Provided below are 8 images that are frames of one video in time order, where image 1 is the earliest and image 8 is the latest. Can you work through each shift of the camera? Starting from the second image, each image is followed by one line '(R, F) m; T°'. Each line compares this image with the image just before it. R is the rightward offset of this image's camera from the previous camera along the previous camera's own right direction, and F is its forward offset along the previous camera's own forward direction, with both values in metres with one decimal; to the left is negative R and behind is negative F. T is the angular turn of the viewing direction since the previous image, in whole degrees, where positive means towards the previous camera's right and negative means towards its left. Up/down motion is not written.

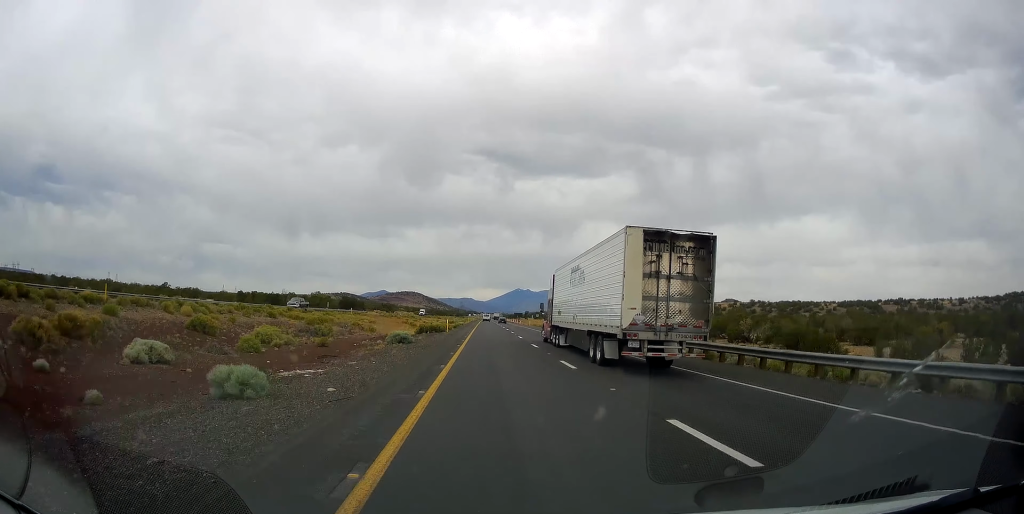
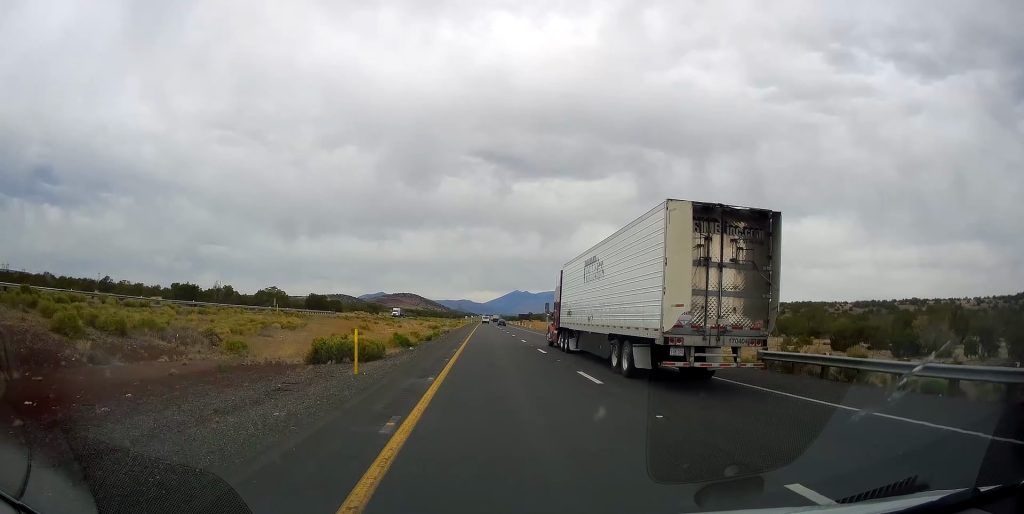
(+0.5, +40.0) m; 0°
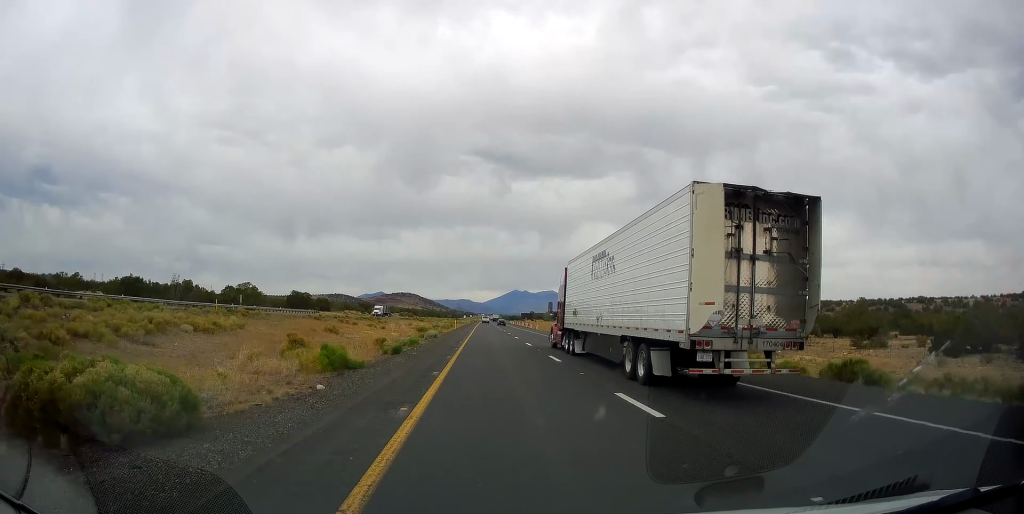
(-0.2, +17.0) m; -1°
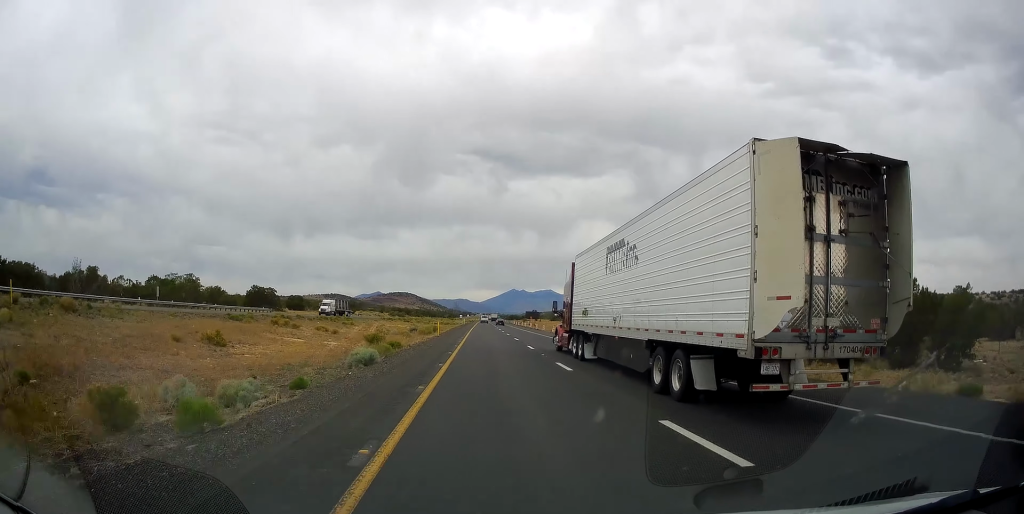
(-0.3, +27.6) m; 0°
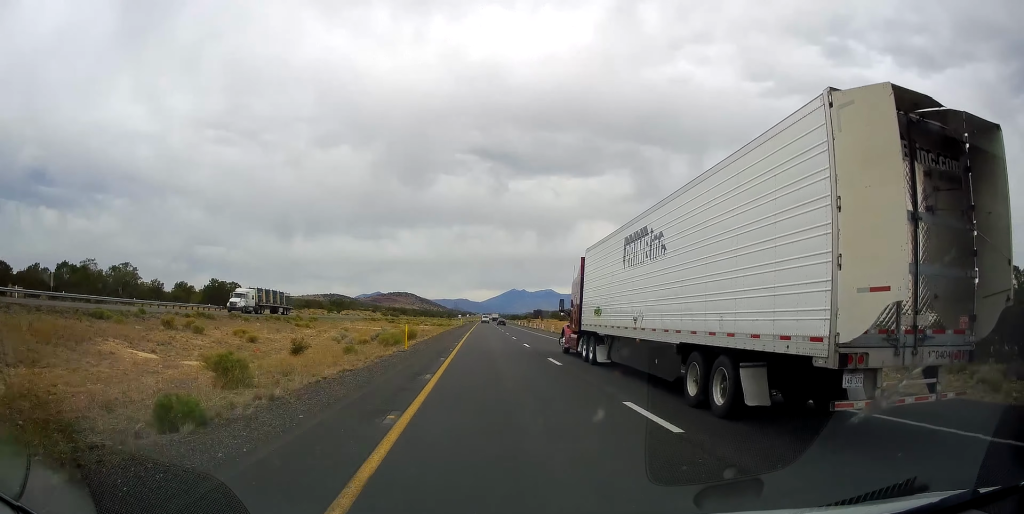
(-0.1, +22.3) m; +1°
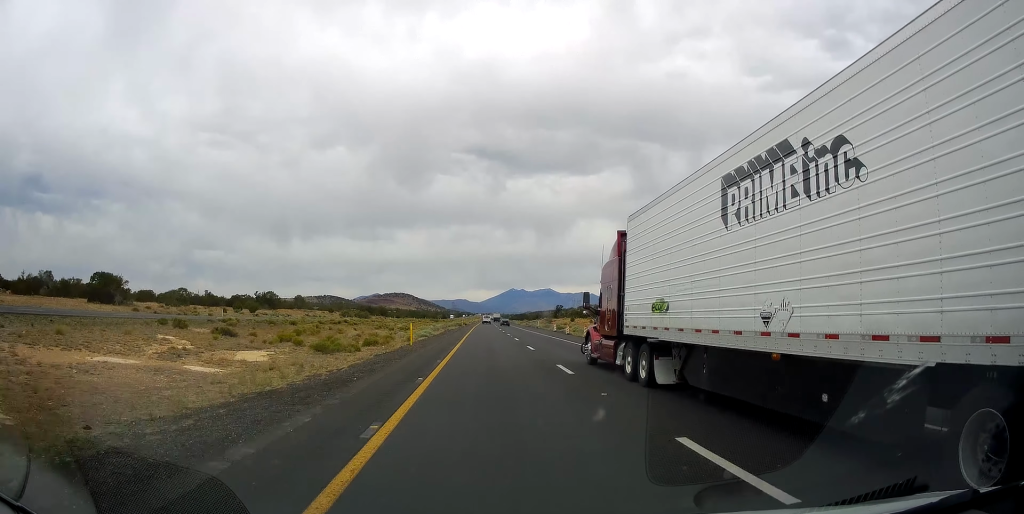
(+0.4, +76.7) m; 0°
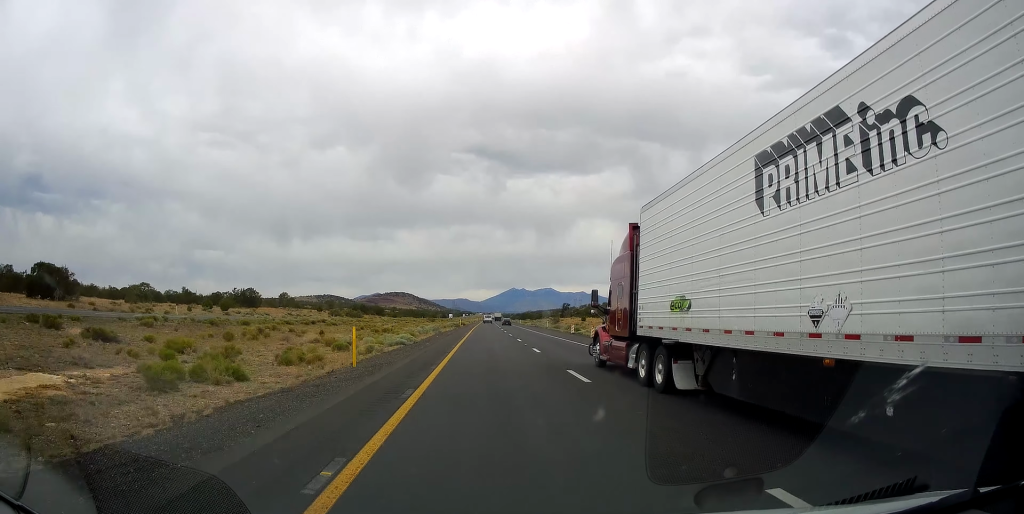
(-0.1, +14.8) m; 0°
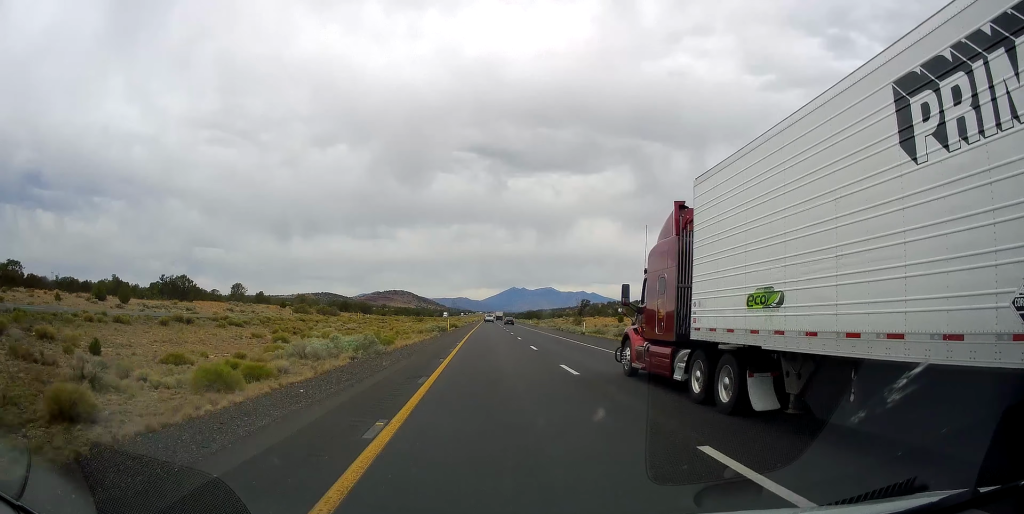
(+0.4, +34.5) m; 0°
